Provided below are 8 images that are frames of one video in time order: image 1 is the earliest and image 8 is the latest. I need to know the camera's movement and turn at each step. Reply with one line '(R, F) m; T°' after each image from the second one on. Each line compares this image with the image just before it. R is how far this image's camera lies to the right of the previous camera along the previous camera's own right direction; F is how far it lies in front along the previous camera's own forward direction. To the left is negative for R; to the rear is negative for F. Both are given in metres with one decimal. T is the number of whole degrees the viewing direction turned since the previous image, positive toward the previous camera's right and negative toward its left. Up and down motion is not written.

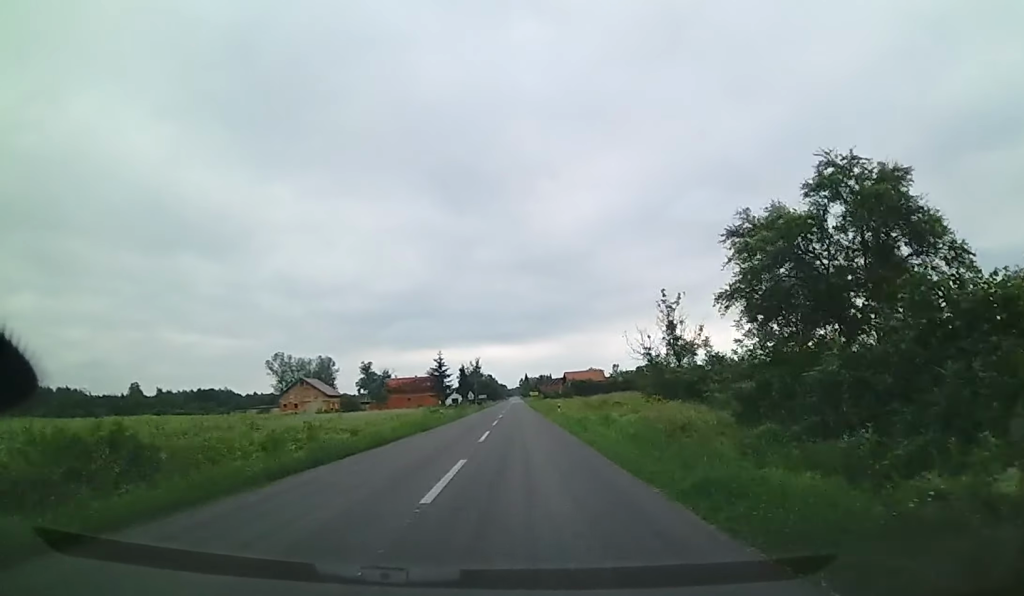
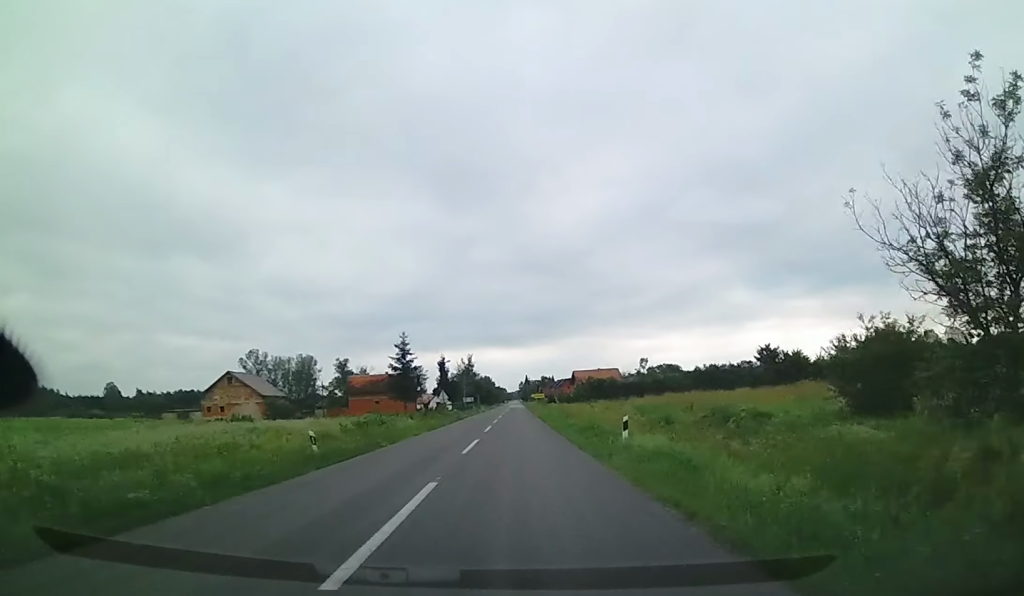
(-0.4, +28.9) m; -1°
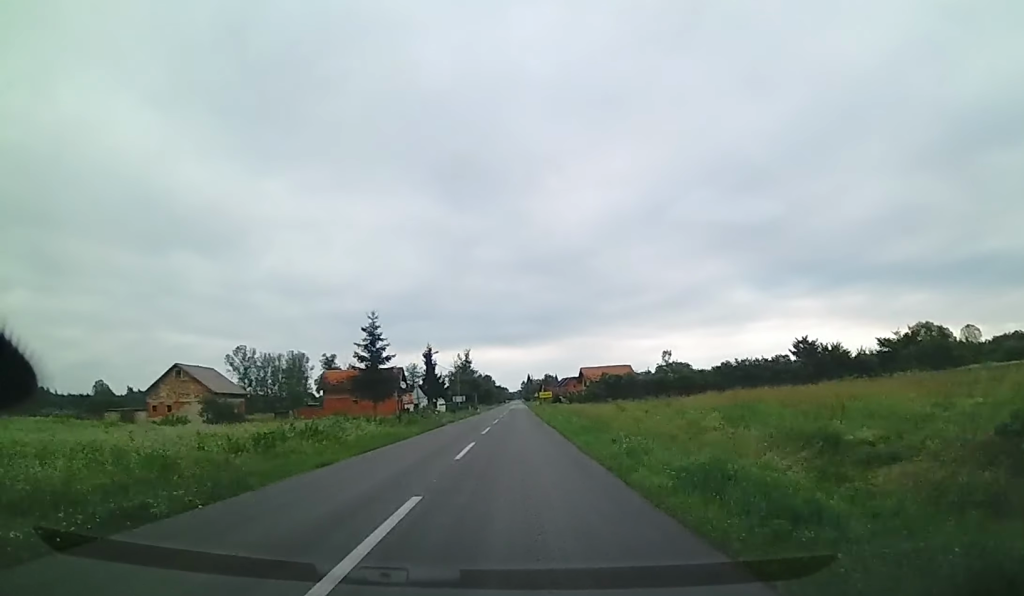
(0.0, +14.1) m; +1°
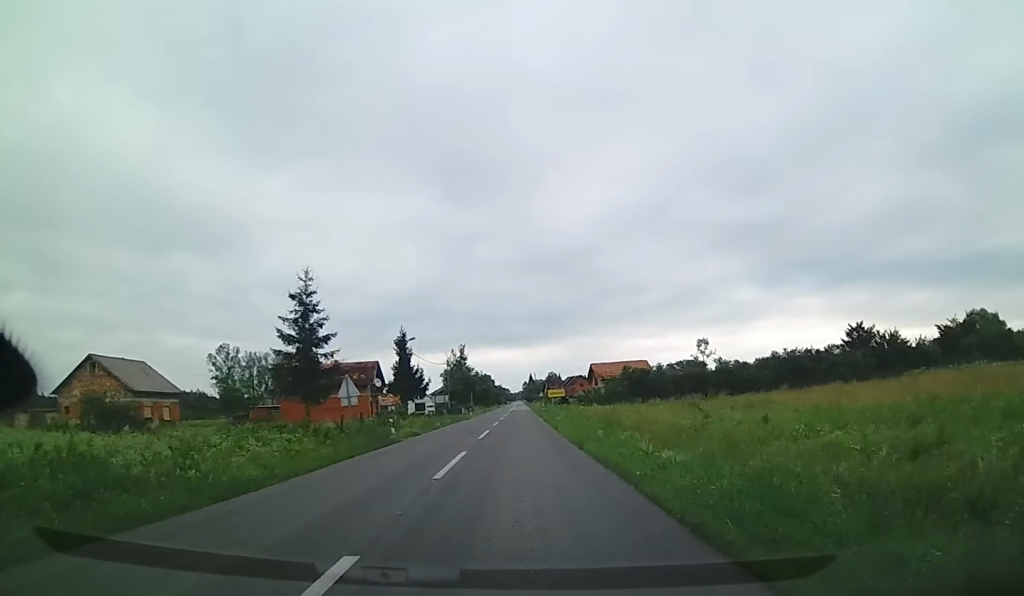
(+0.2, +16.1) m; +1°
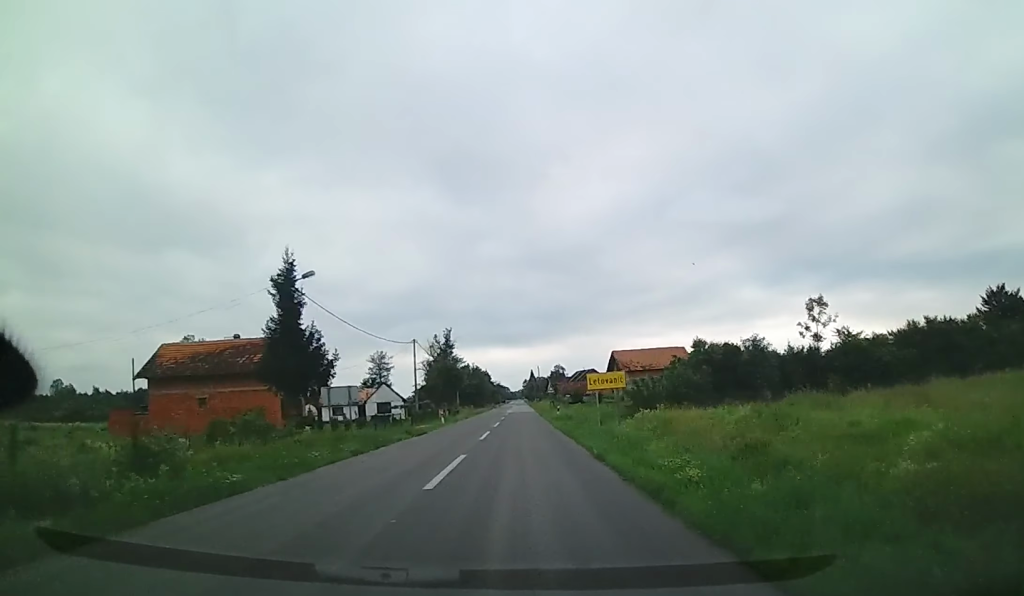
(+0.2, +26.5) m; +1°
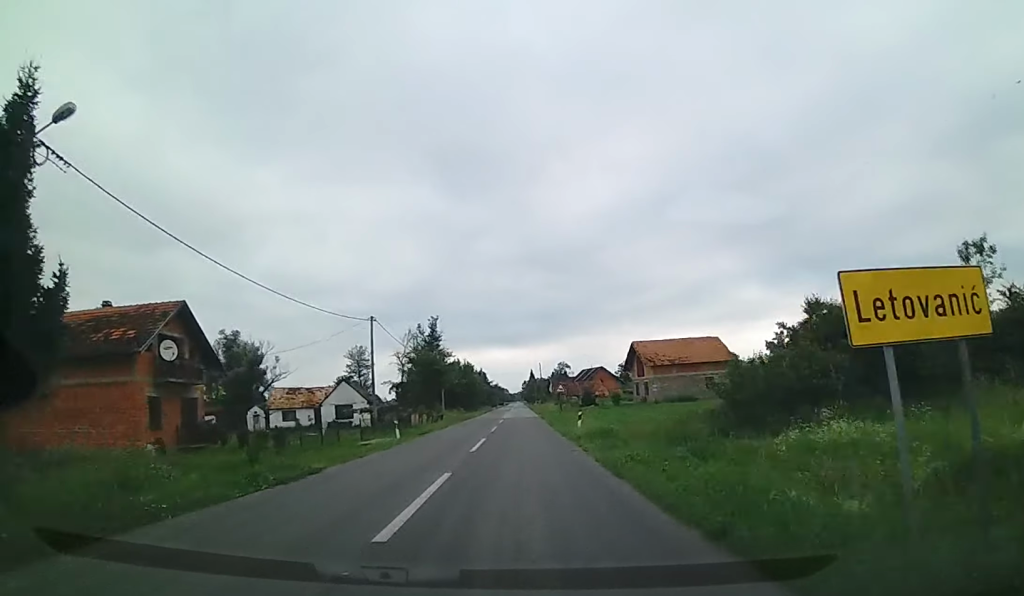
(0.0, +16.3) m; 0°
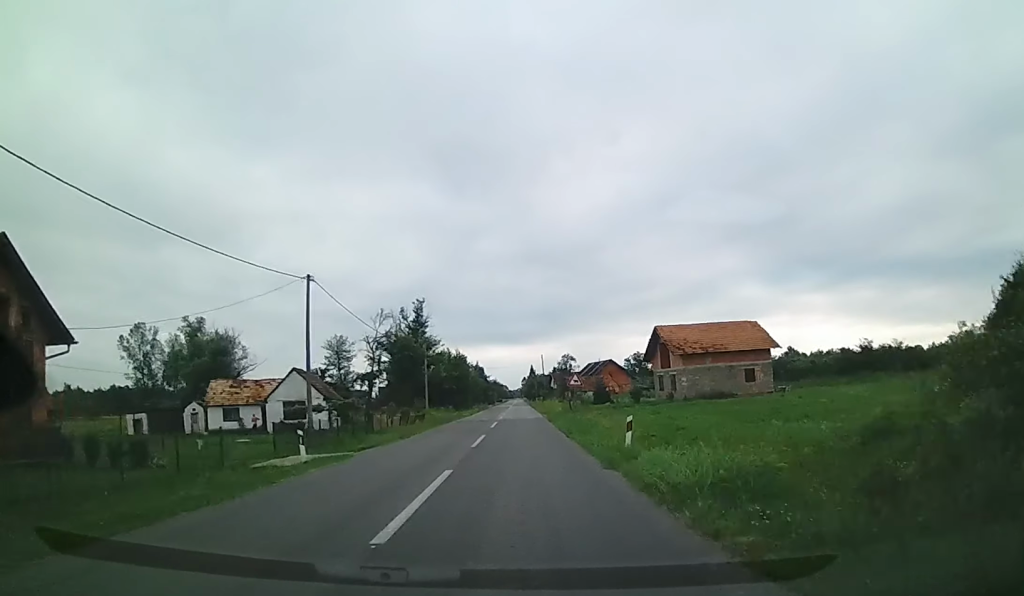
(0.0, +12.7) m; 0°
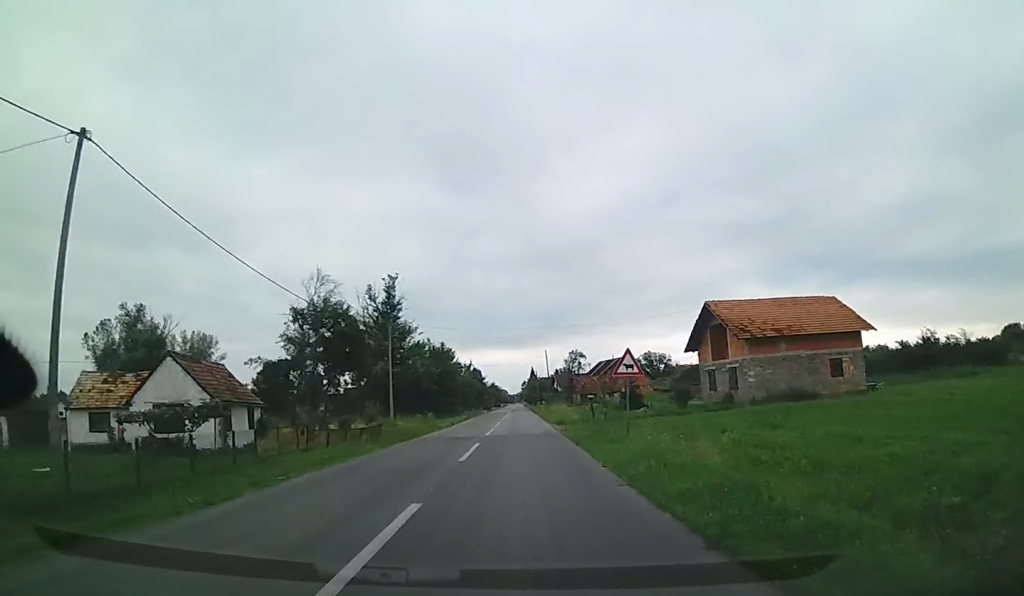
(-0.2, +16.6) m; 0°
